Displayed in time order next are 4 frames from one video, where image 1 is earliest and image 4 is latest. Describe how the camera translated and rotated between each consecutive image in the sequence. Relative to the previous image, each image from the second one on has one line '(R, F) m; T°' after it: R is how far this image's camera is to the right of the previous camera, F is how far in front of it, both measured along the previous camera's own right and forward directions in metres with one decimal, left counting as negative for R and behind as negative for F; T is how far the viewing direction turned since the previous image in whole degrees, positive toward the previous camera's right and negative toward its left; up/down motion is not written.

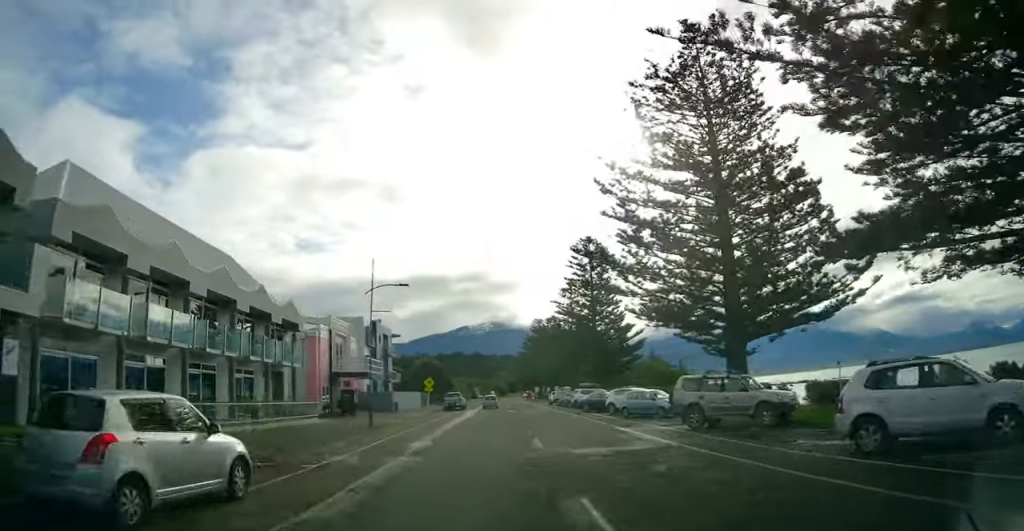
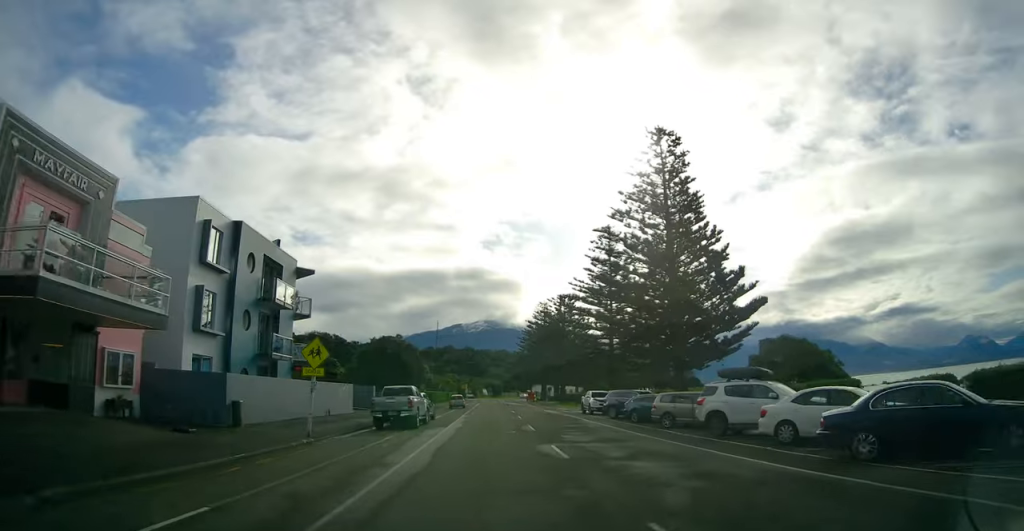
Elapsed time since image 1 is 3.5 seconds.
(+0.1, +31.0) m; +2°
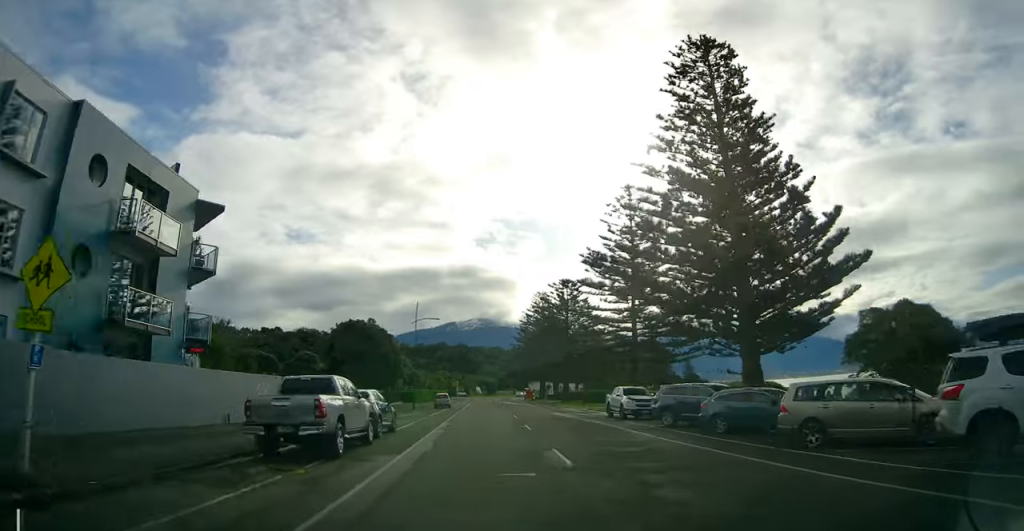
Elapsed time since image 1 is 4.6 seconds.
(0.0, +11.4) m; +1°
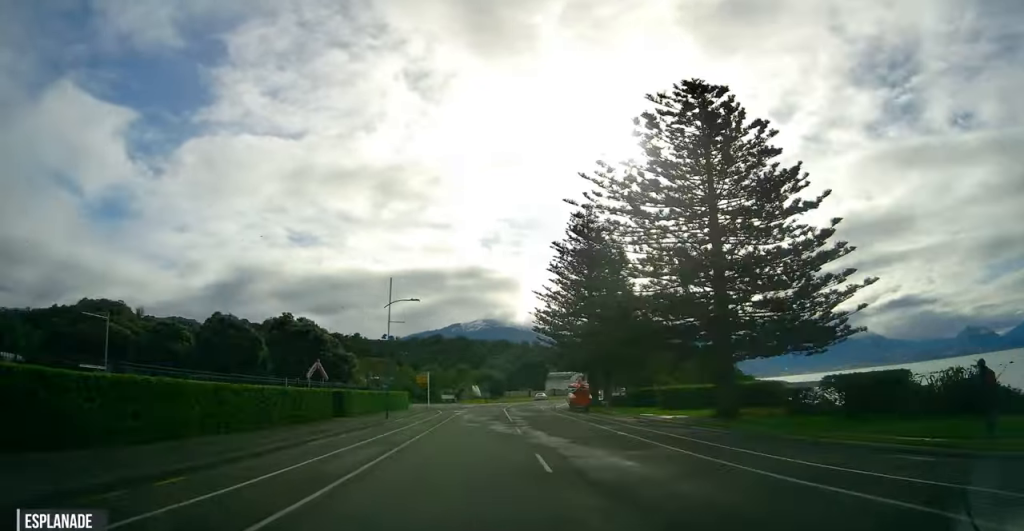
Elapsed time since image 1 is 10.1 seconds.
(+1.5, +60.0) m; +2°
